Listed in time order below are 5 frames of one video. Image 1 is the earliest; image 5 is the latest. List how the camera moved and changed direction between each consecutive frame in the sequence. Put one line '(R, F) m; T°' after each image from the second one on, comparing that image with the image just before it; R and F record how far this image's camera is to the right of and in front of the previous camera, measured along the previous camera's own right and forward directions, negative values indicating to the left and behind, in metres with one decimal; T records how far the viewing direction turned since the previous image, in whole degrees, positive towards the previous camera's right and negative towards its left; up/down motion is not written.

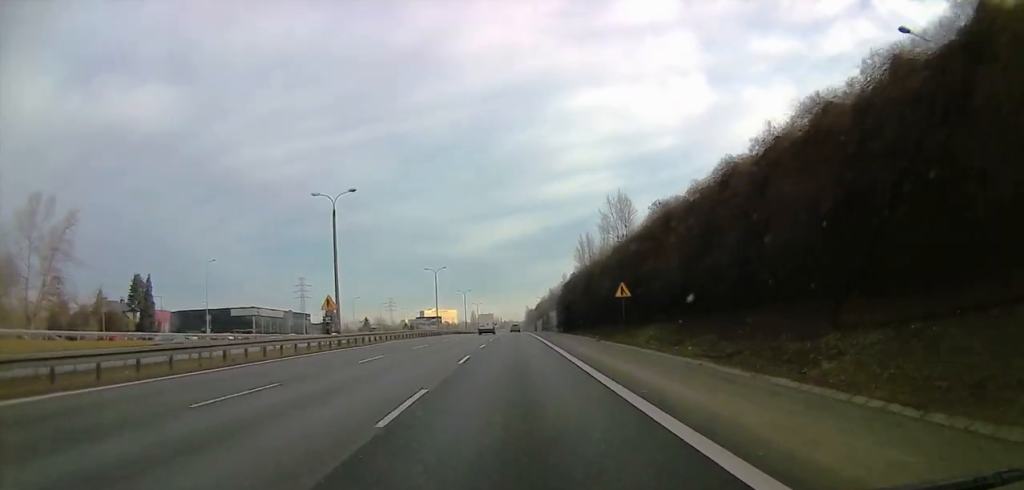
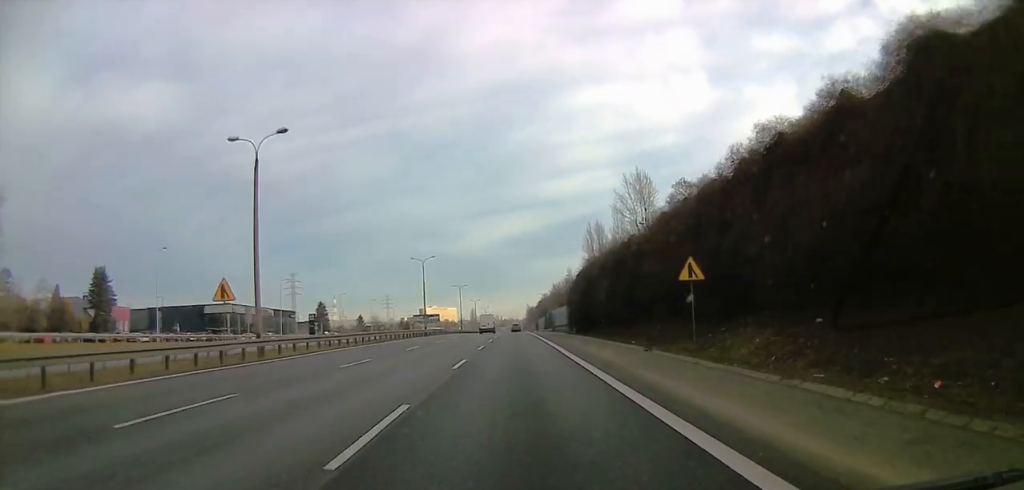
(+0.2, +14.2) m; -1°
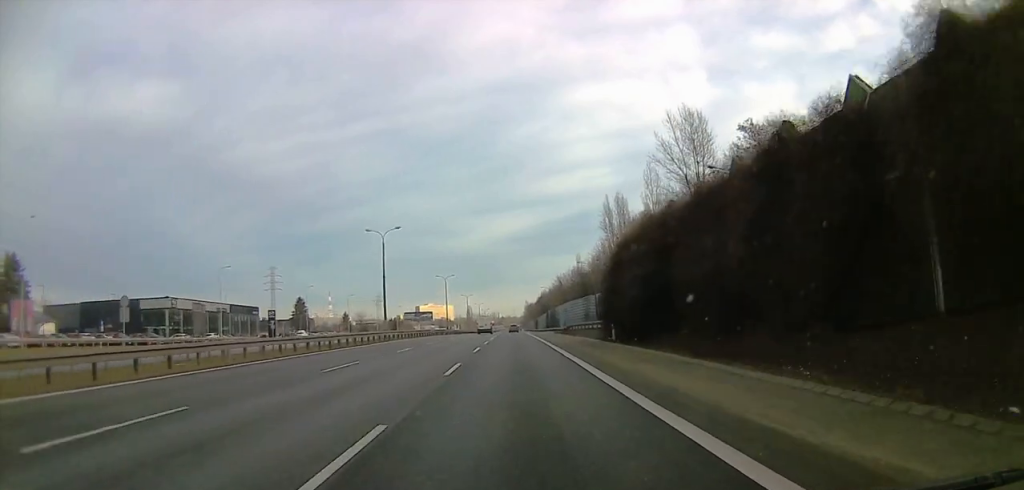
(-0.8, +25.5) m; 0°
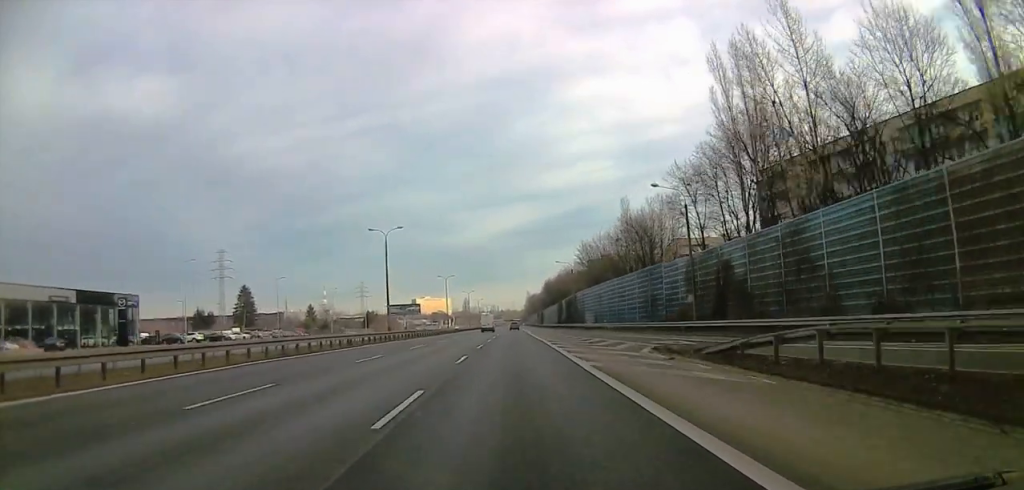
(+3.4, +54.7) m; +3°
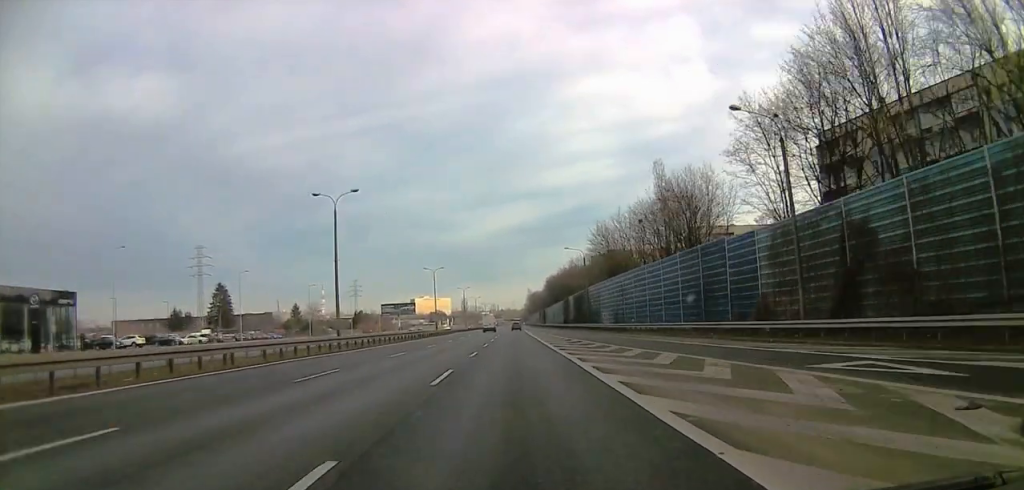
(-0.4, +18.1) m; -2°
